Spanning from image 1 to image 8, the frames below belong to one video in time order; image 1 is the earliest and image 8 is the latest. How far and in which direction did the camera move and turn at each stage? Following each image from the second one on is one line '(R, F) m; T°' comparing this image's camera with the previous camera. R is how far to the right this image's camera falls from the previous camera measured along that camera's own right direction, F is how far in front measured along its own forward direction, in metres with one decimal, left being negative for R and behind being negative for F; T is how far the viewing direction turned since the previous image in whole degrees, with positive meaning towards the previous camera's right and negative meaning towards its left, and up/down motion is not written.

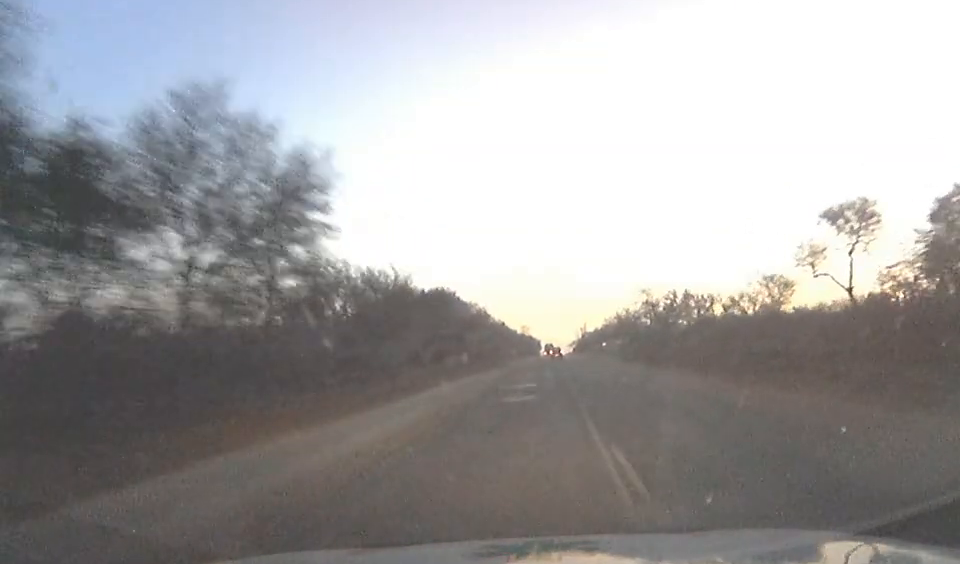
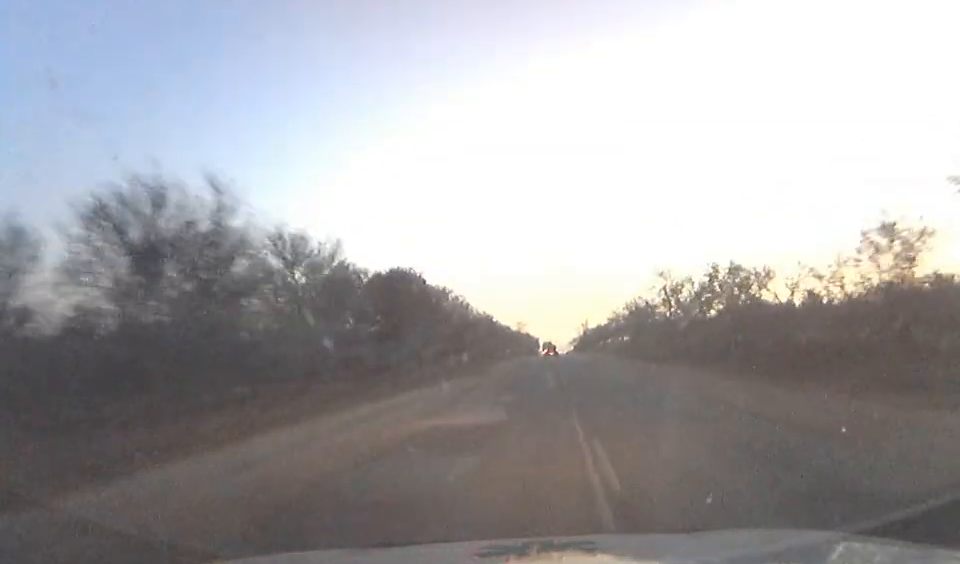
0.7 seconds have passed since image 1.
(0.0, +22.2) m; 0°
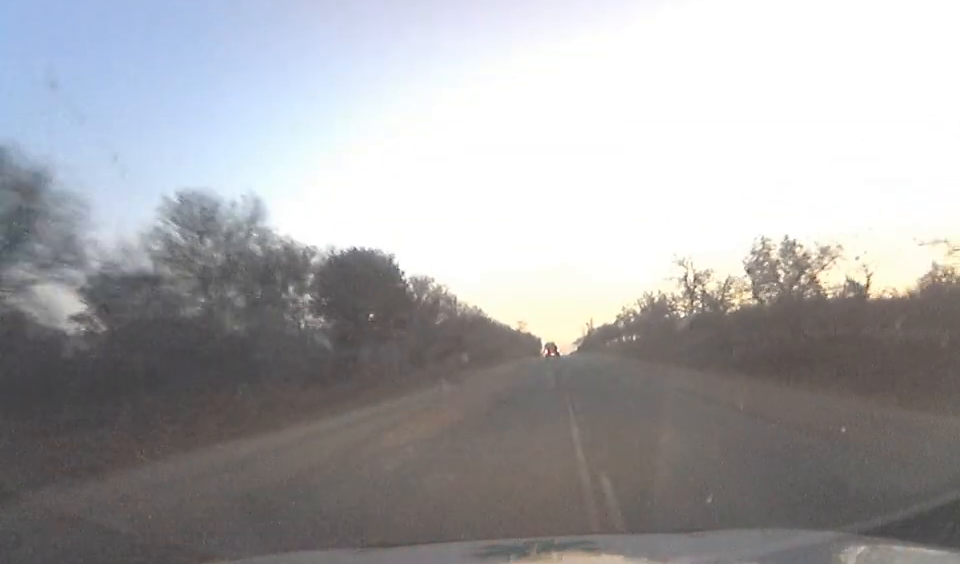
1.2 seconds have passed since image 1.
(0.0, +14.0) m; 0°
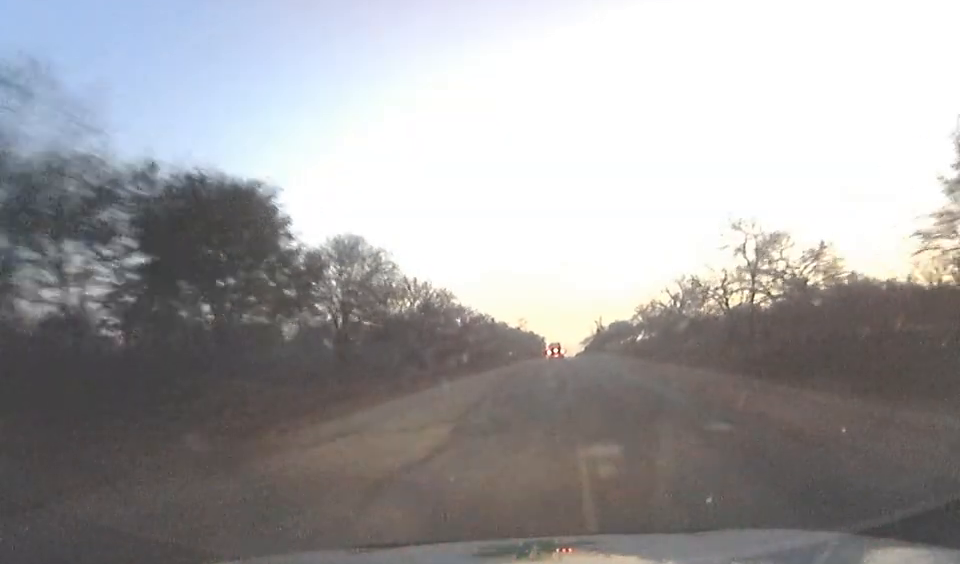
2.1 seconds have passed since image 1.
(-0.1, +25.4) m; 0°
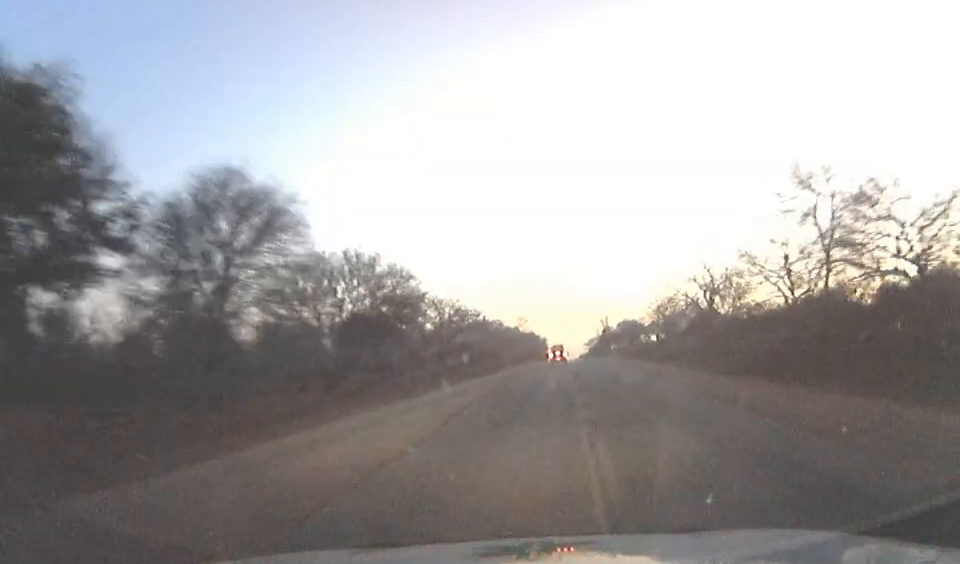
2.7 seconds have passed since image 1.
(0.0, +17.1) m; 0°
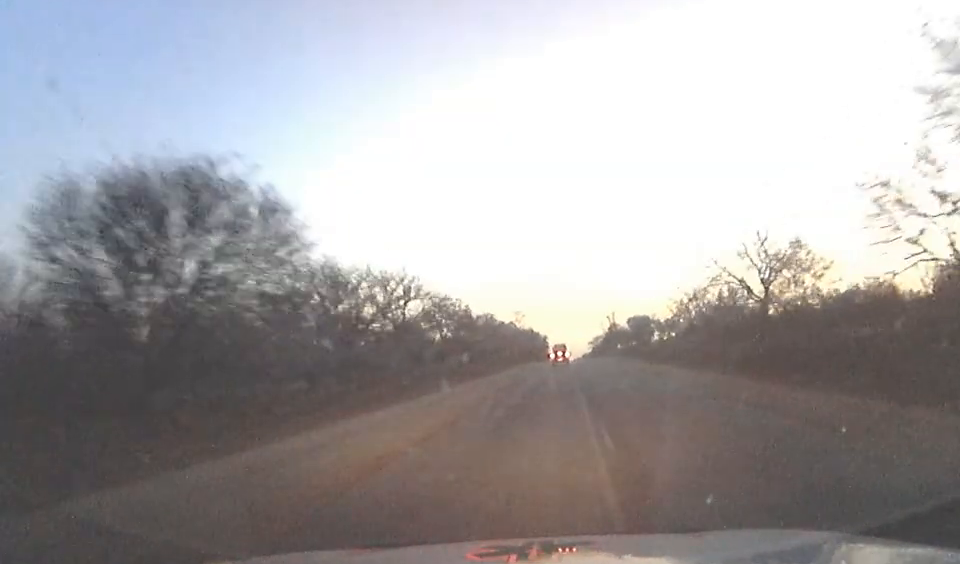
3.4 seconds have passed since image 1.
(0.0, +19.8) m; 0°
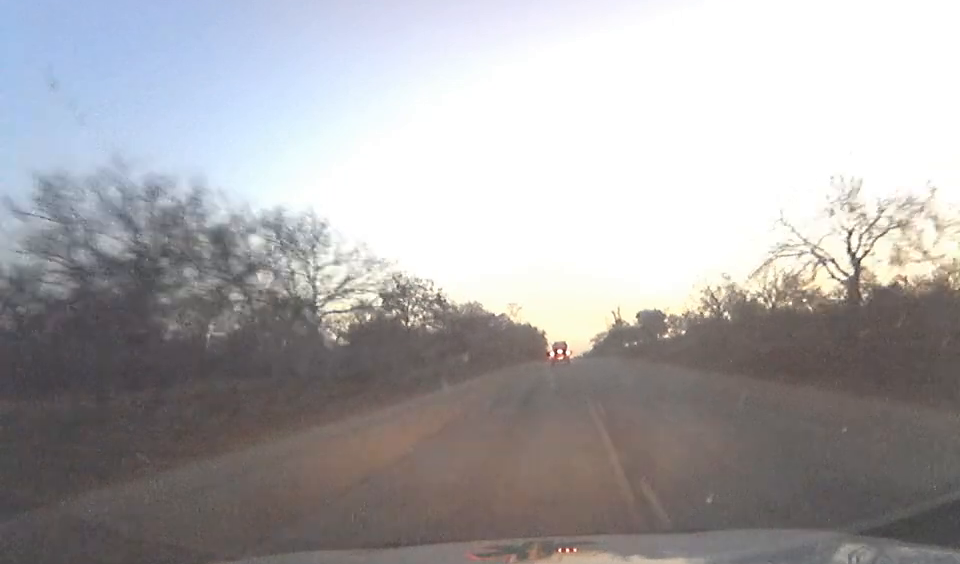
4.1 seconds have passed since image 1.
(-0.1, +17.1) m; 0°
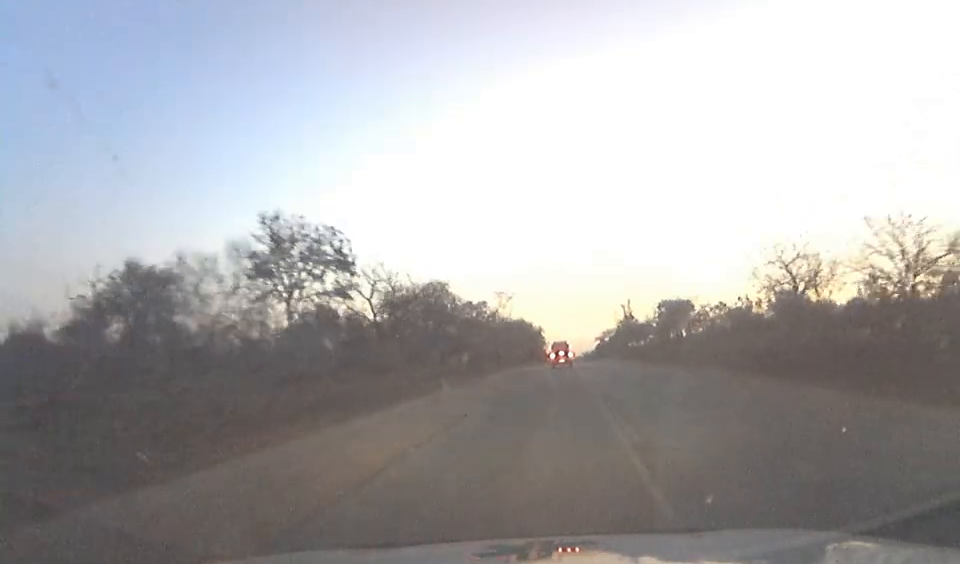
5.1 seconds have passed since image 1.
(0.0, +26.1) m; 0°
